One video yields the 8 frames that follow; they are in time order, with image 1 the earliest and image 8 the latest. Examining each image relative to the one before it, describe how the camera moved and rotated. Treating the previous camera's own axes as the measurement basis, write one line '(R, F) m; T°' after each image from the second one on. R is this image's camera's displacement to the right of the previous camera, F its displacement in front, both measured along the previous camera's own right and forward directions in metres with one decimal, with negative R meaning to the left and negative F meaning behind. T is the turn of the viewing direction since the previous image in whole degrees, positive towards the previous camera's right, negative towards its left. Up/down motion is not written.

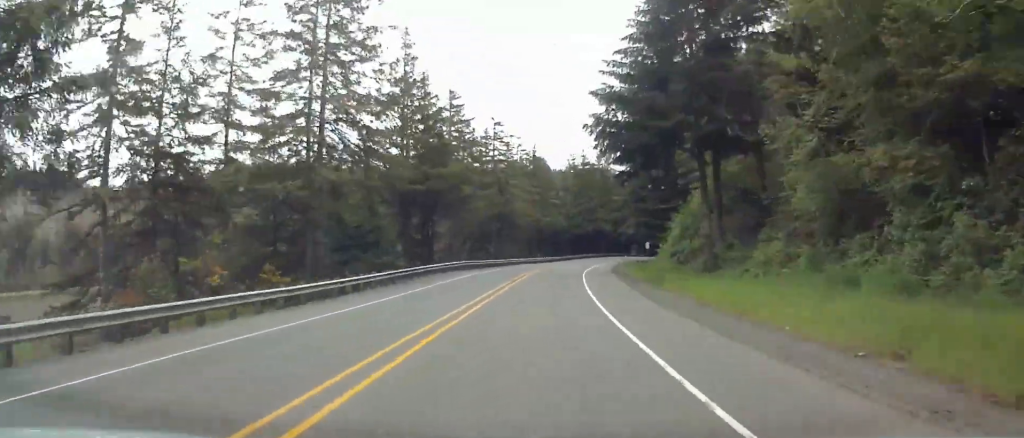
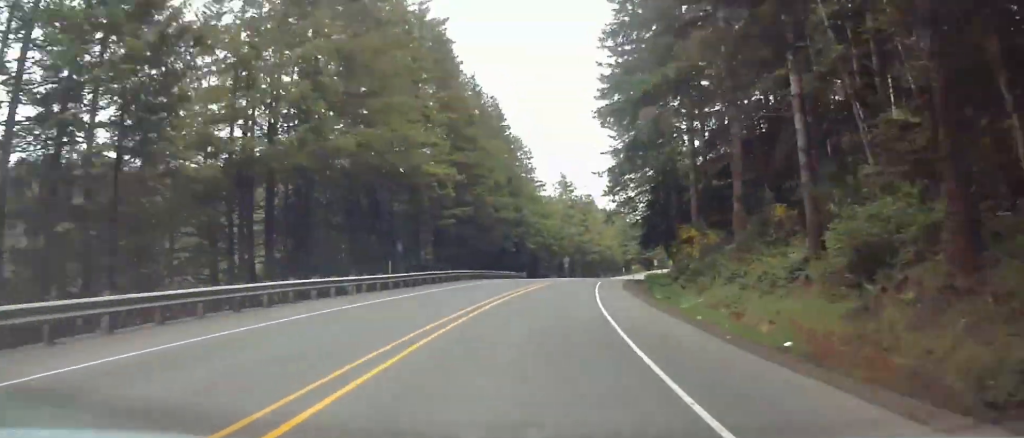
(+16.4, +110.0) m; +12°
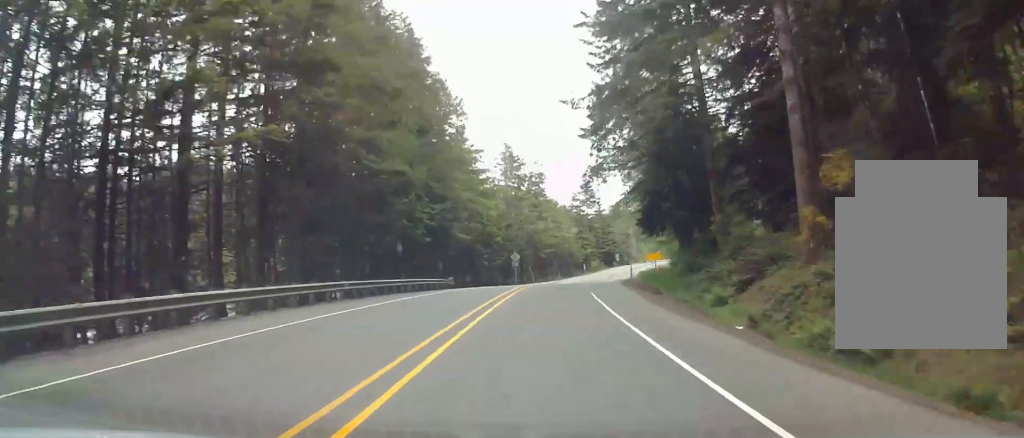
(0.0, +30.3) m; 0°
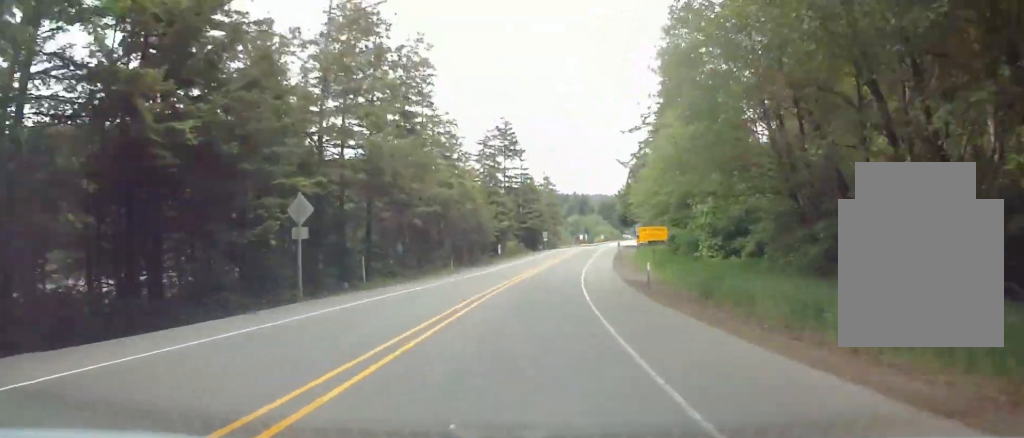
(0.0, +56.5) m; +7°
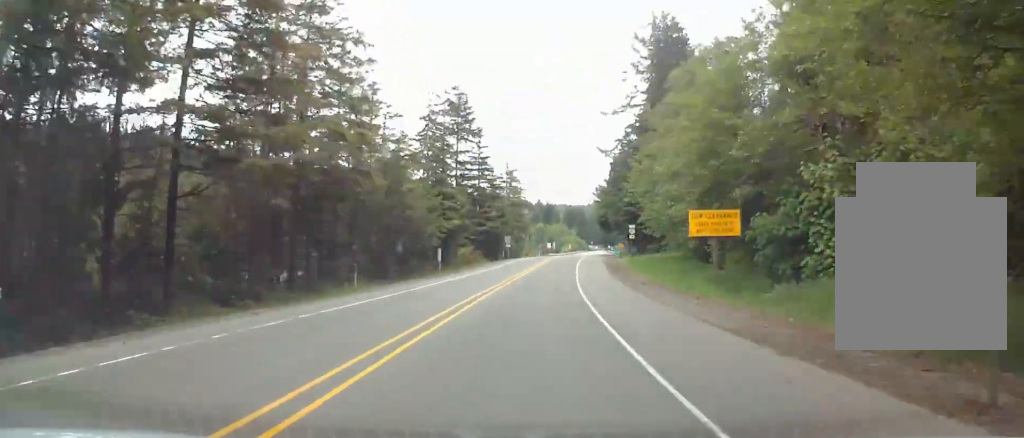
(+1.7, +24.4) m; +5°
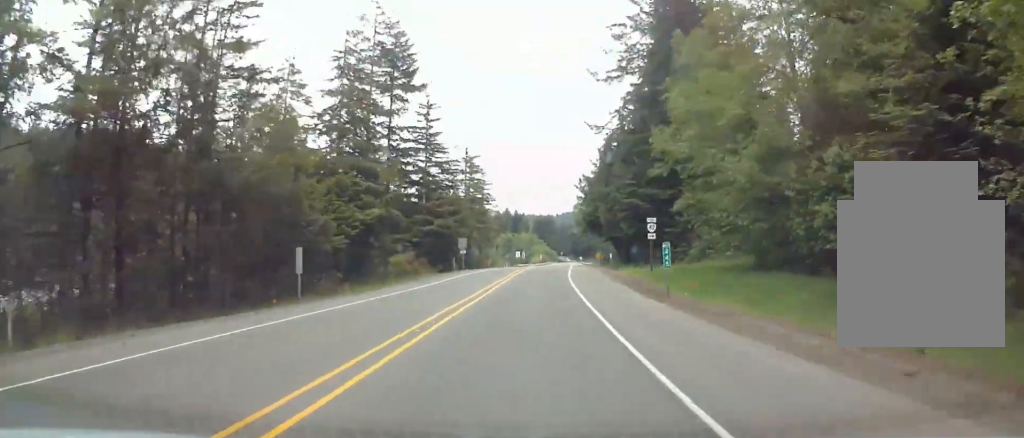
(+2.4, +26.3) m; +5°
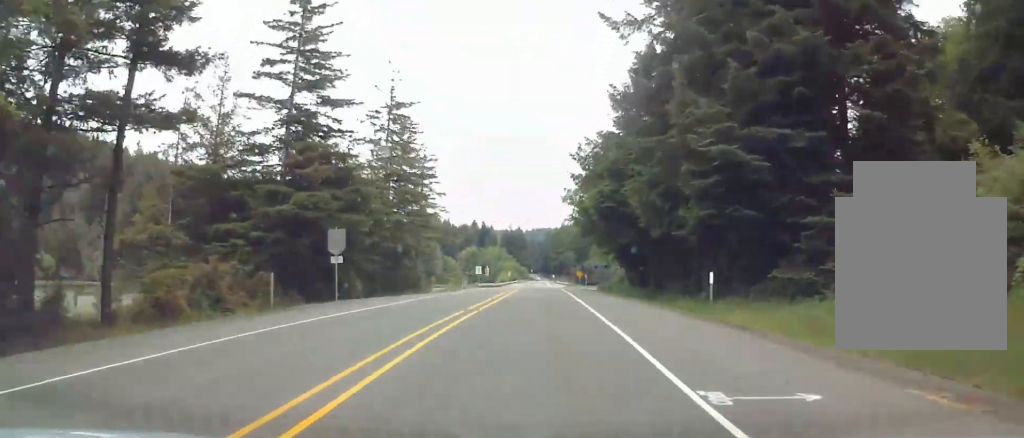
(+0.9, +39.5) m; +3°
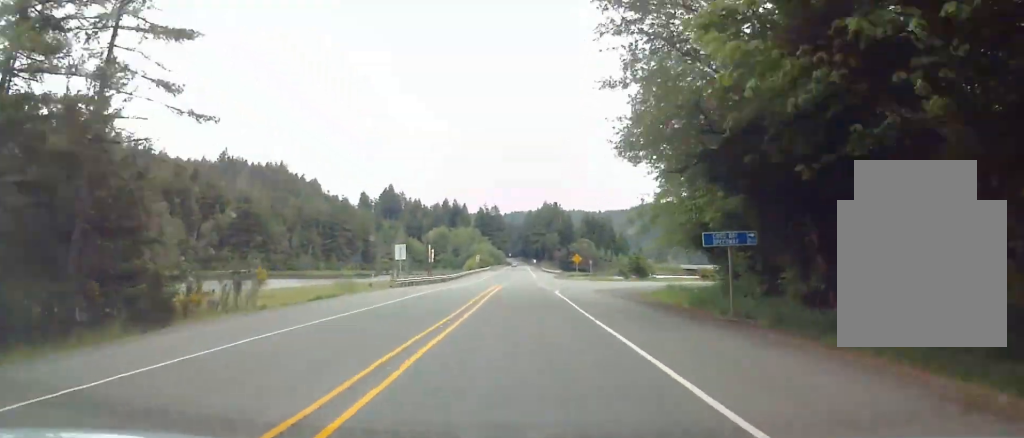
(+1.5, +54.5) m; +2°
